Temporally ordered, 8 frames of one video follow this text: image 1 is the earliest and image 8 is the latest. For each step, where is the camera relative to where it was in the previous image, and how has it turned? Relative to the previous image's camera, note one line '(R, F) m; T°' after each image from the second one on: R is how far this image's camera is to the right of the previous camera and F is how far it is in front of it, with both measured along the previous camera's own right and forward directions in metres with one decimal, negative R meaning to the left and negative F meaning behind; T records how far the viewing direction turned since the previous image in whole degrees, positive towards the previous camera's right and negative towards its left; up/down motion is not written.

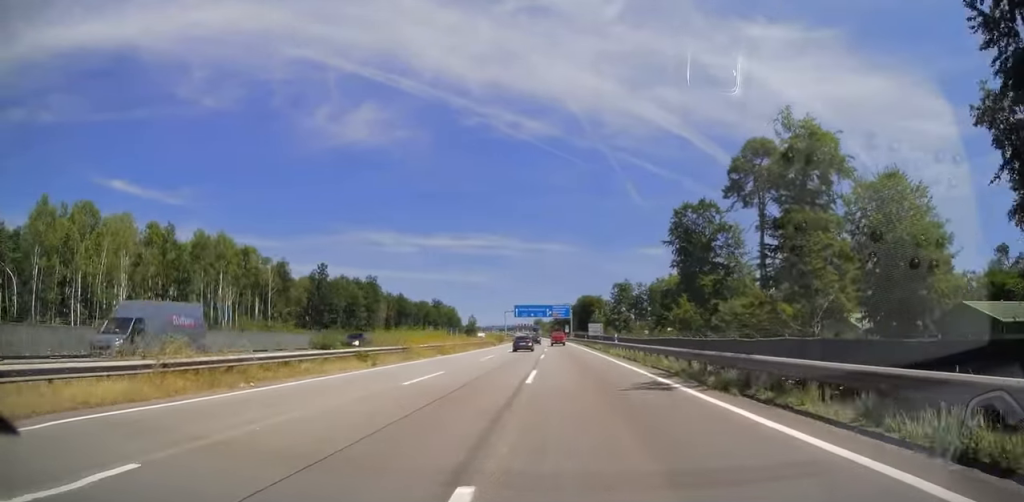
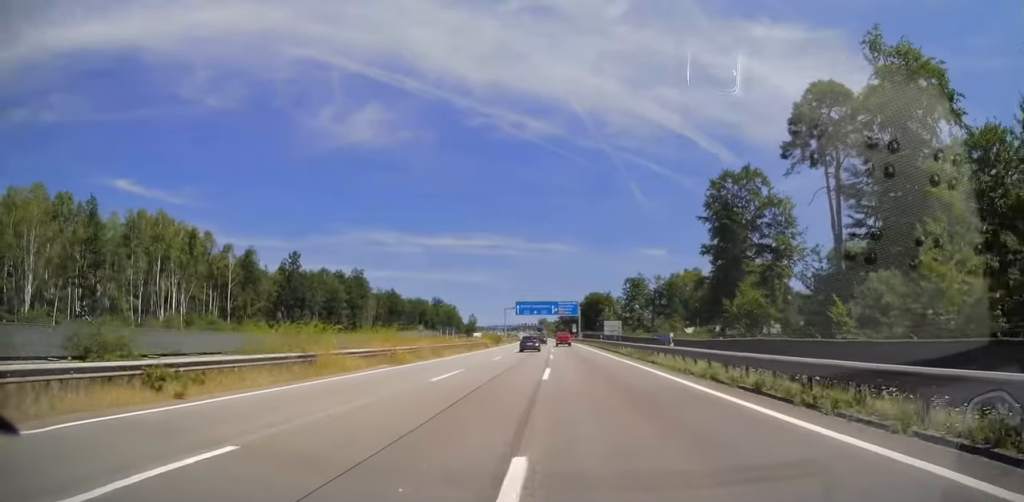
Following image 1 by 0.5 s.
(+0.1, +16.9) m; 0°
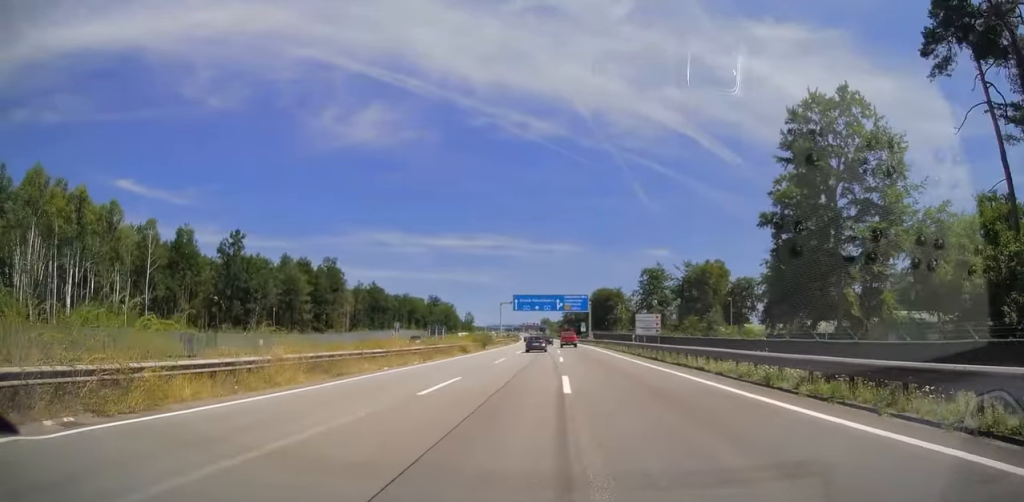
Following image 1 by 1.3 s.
(-0.3, +22.7) m; -1°
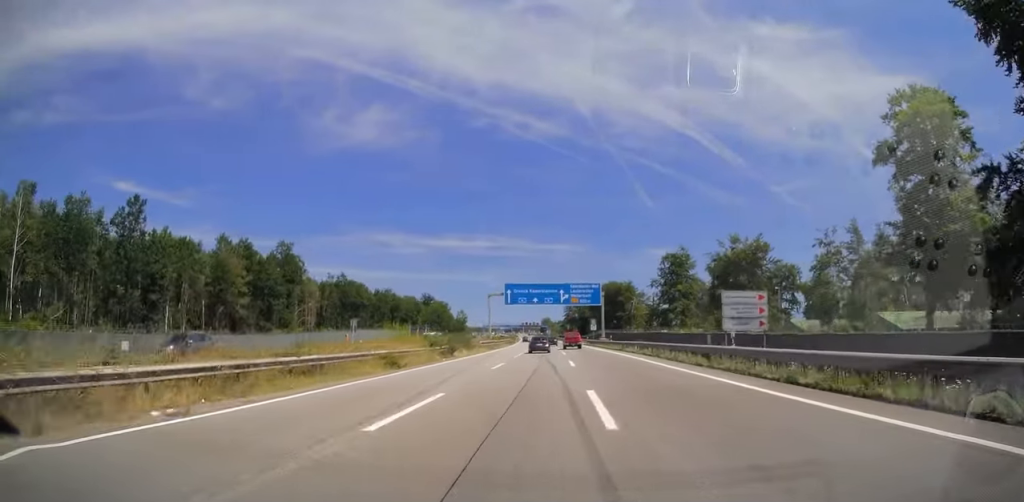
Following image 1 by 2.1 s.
(-0.2, +24.0) m; 0°
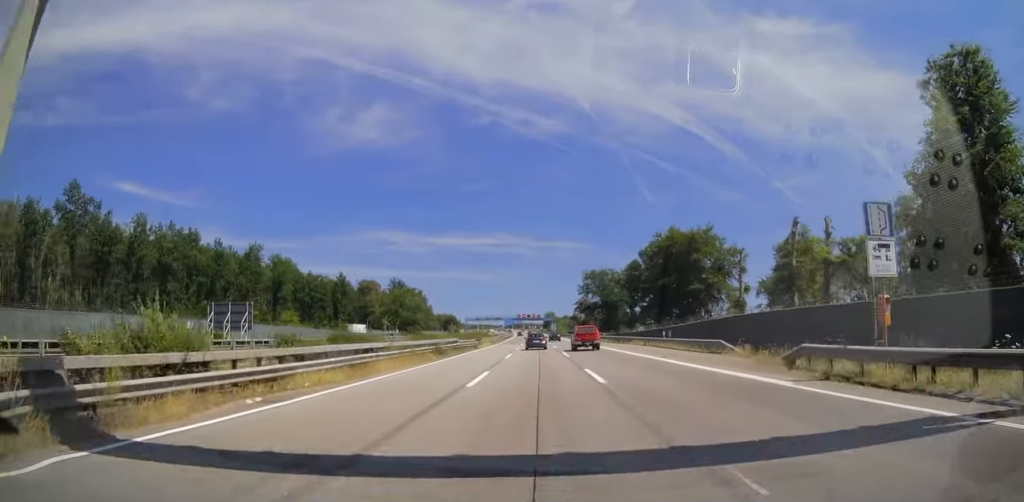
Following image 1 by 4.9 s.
(-0.3, +83.3) m; -1°
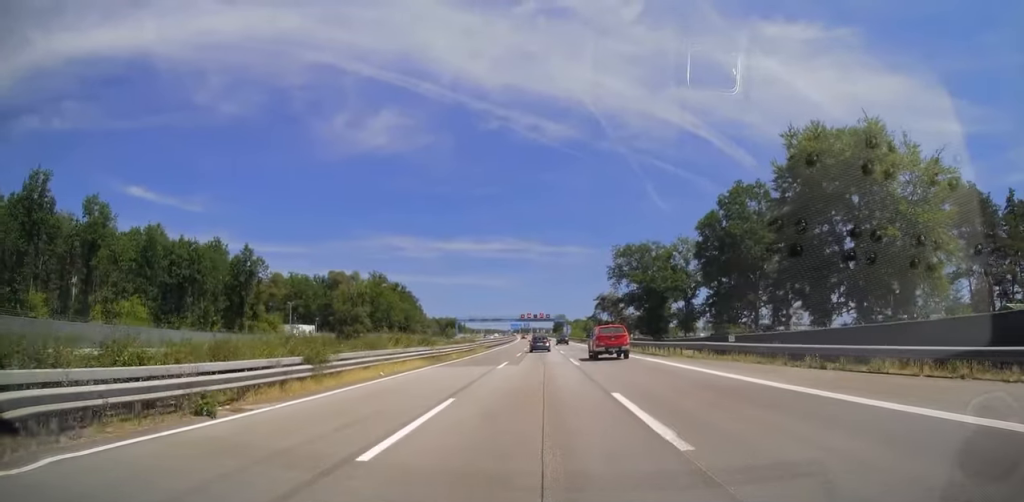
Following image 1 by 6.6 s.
(-0.7, +48.7) m; -1°
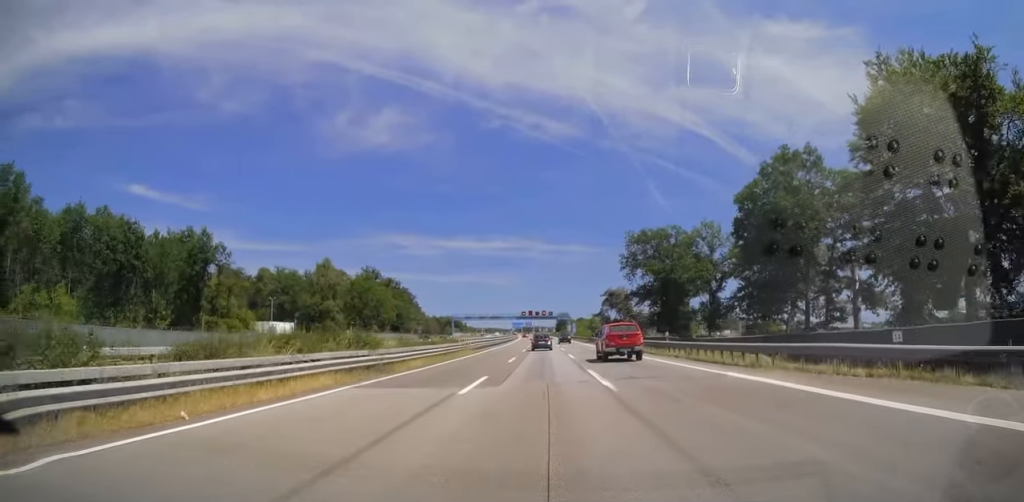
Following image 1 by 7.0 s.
(+0.2, +13.1) m; 0°
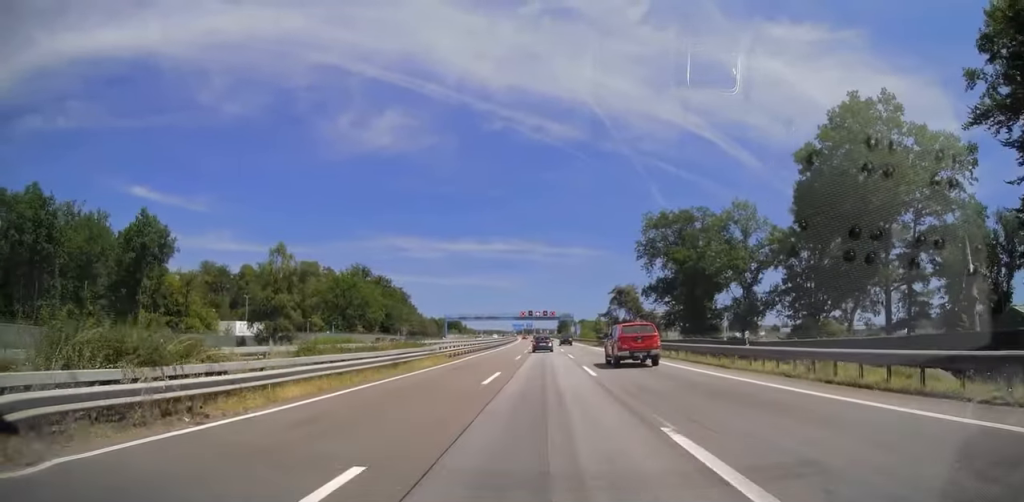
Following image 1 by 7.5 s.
(+0.2, +14.1) m; 0°
